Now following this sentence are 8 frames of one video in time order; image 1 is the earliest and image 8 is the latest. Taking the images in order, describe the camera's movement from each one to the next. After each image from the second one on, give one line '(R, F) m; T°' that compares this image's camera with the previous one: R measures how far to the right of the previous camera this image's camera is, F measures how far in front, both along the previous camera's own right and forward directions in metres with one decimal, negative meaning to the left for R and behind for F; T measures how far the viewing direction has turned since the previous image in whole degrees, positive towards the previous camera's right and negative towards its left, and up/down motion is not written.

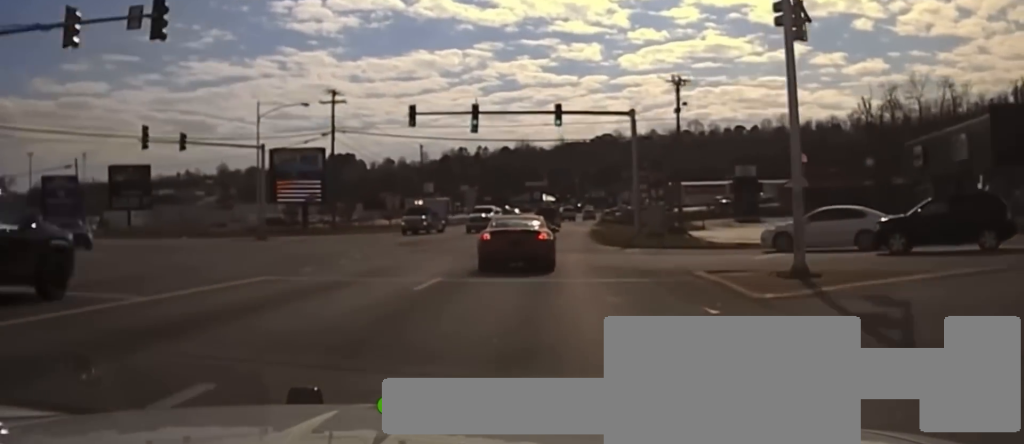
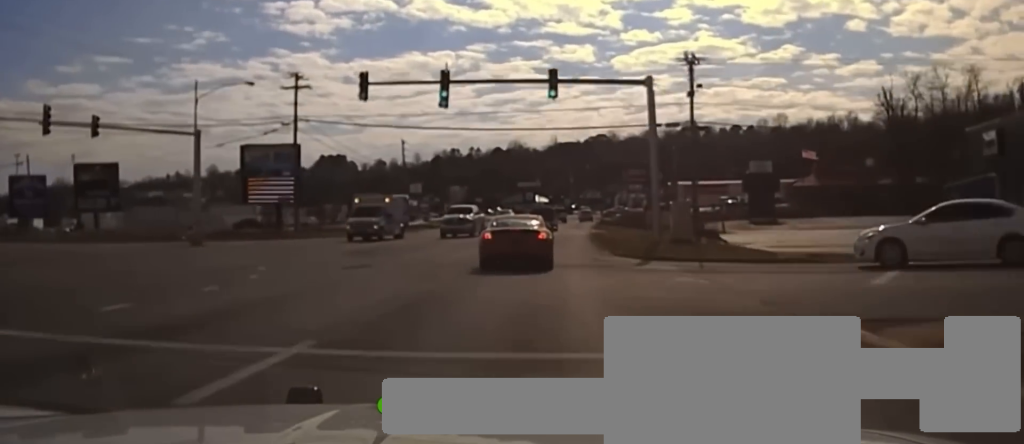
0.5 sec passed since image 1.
(+0.2, +11.4) m; +1°
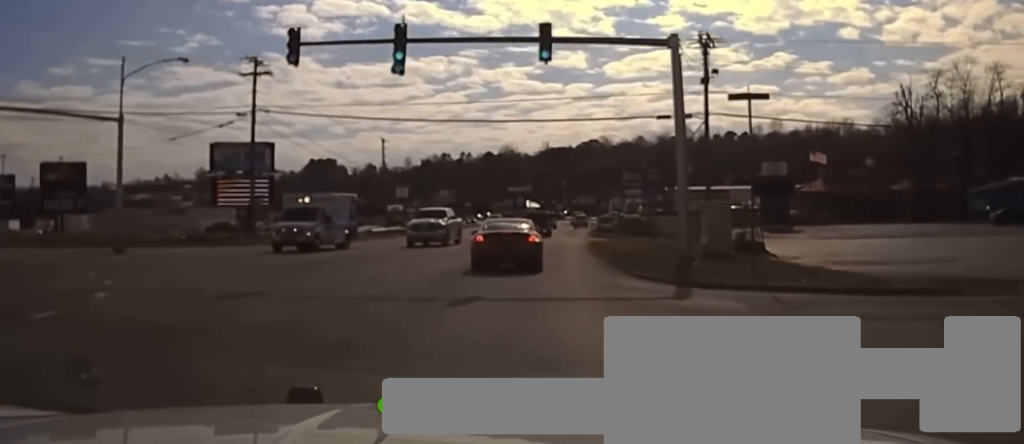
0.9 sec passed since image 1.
(+0.1, +9.8) m; 0°
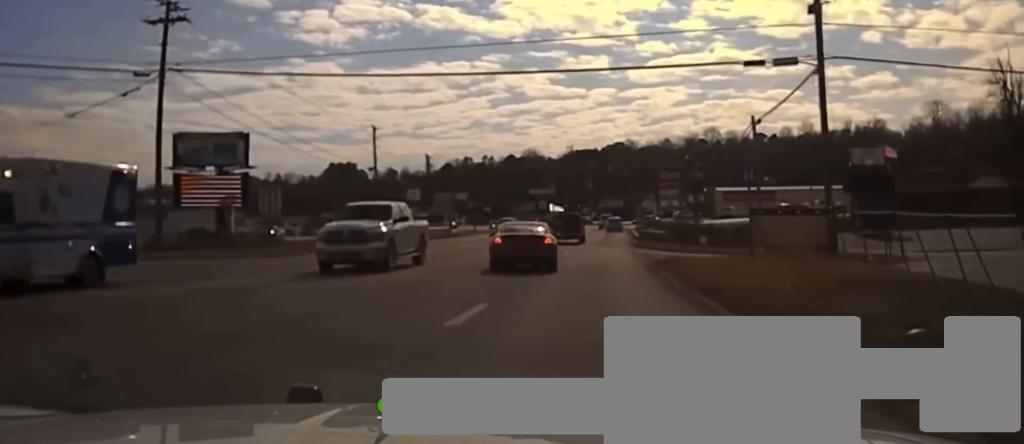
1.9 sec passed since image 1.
(0.0, +18.1) m; -1°
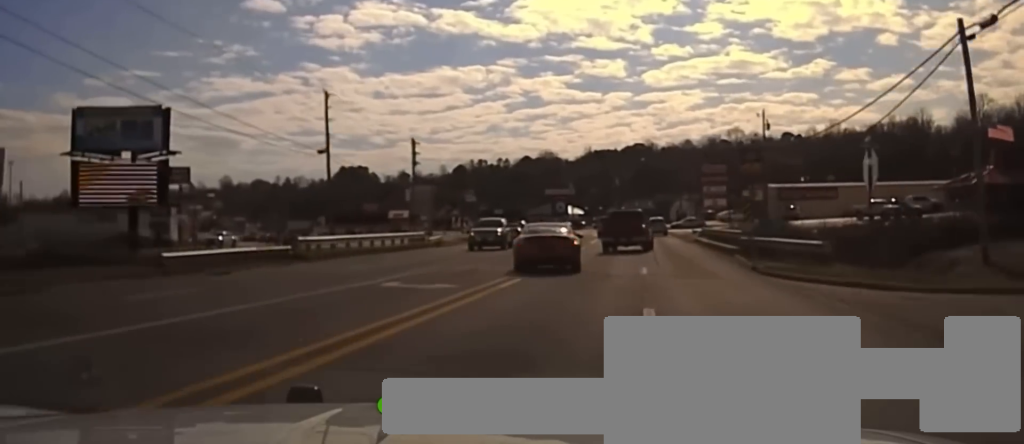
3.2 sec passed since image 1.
(-0.5, +23.0) m; -2°
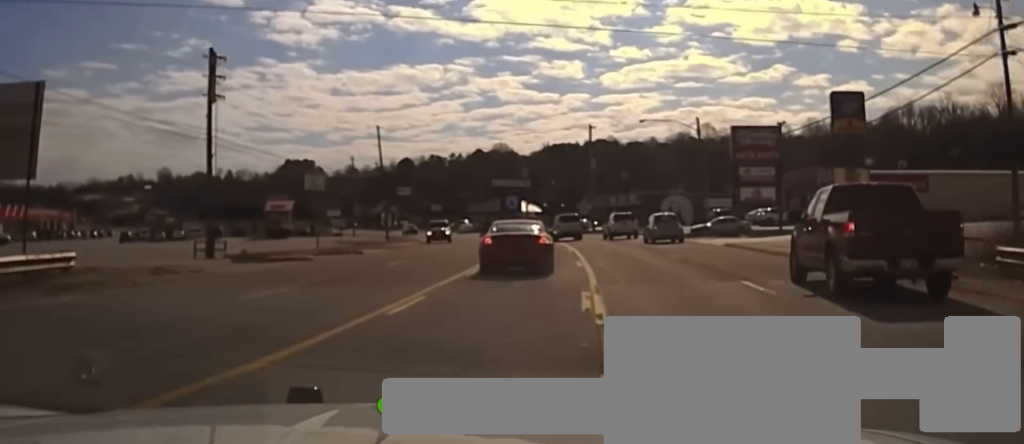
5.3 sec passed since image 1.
(+1.3, +43.5) m; +4°
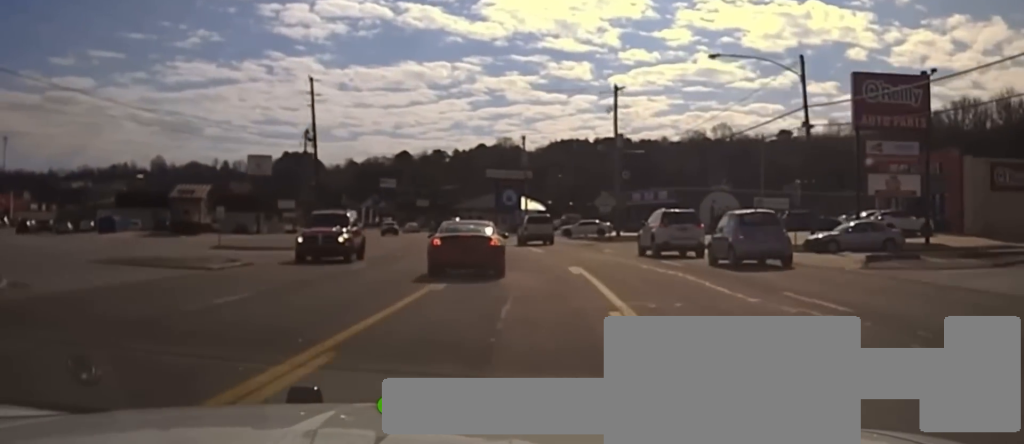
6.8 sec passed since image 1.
(0.0, +29.3) m; 0°
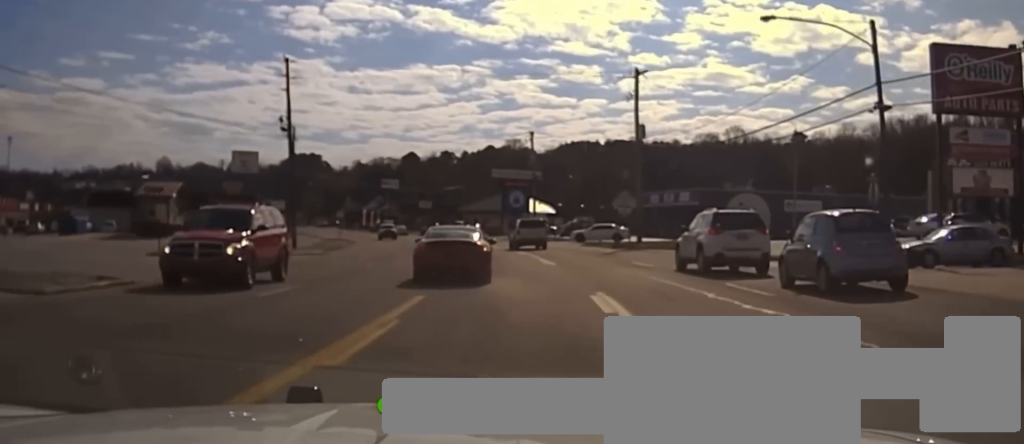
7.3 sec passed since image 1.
(0.0, +9.1) m; 0°
